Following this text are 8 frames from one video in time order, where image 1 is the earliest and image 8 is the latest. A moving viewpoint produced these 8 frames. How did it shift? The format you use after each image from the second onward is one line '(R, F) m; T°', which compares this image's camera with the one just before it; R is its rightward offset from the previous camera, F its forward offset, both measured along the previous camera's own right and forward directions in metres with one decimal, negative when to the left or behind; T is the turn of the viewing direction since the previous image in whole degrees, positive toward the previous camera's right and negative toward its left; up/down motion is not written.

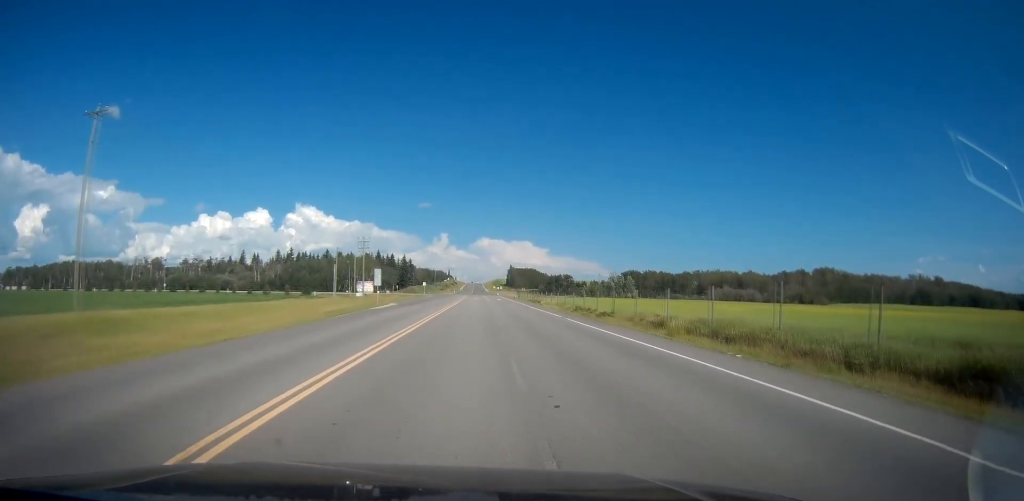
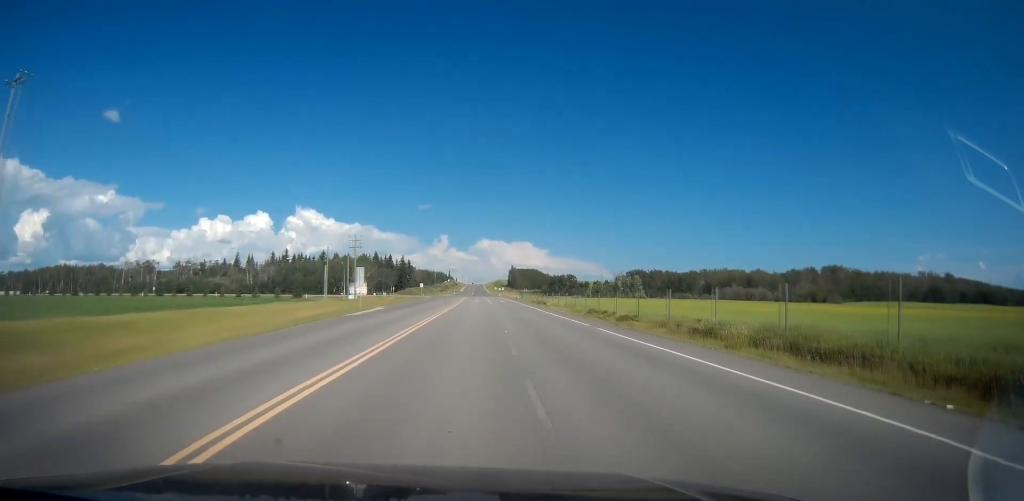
(0.0, +8.2) m; 0°
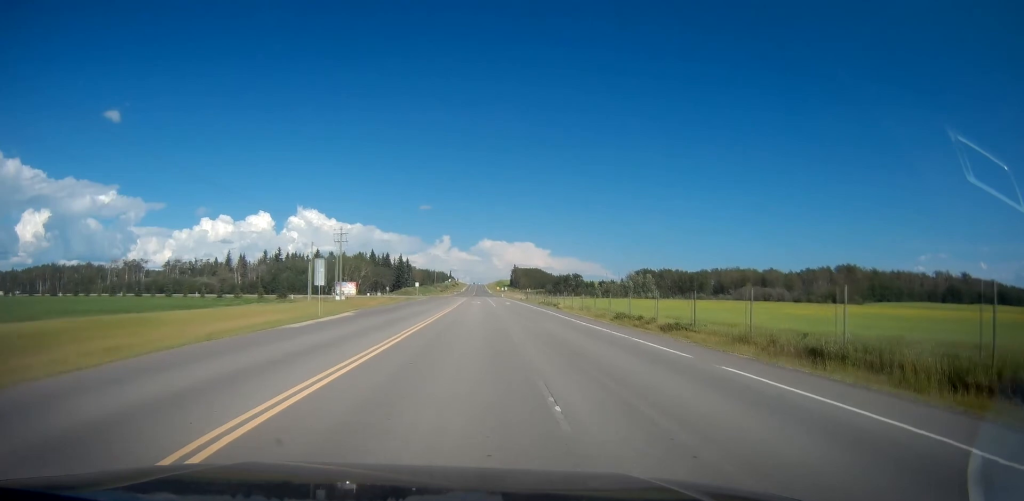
(0.0, +12.0) m; 0°
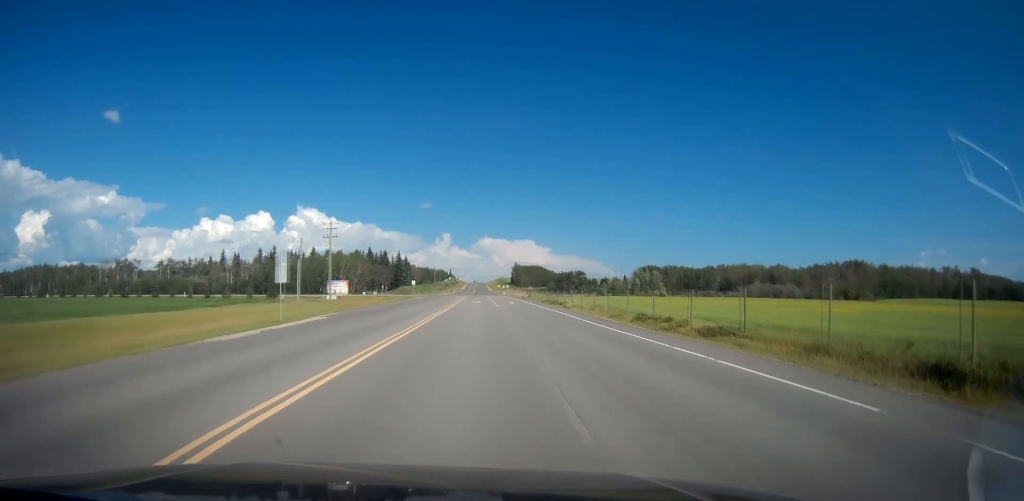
(0.0, +6.8) m; 0°
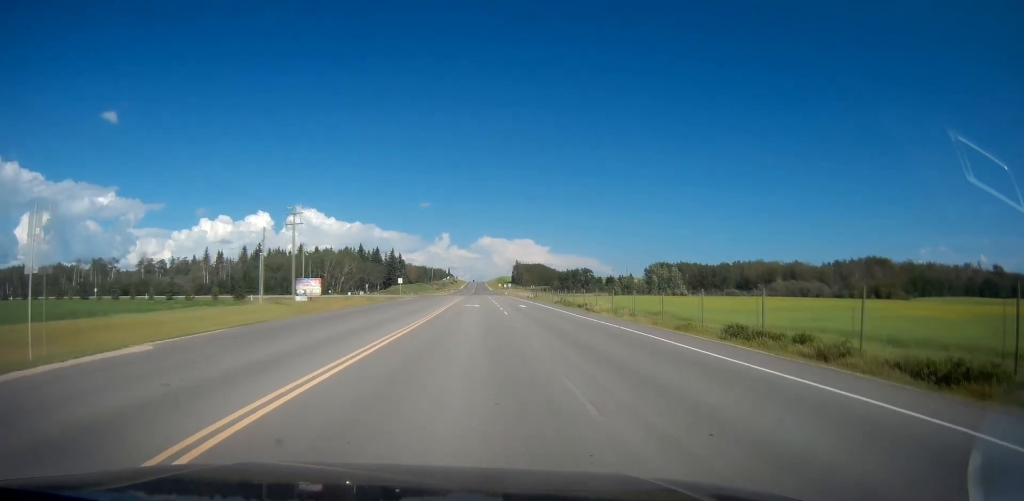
(0.0, +17.1) m; 0°
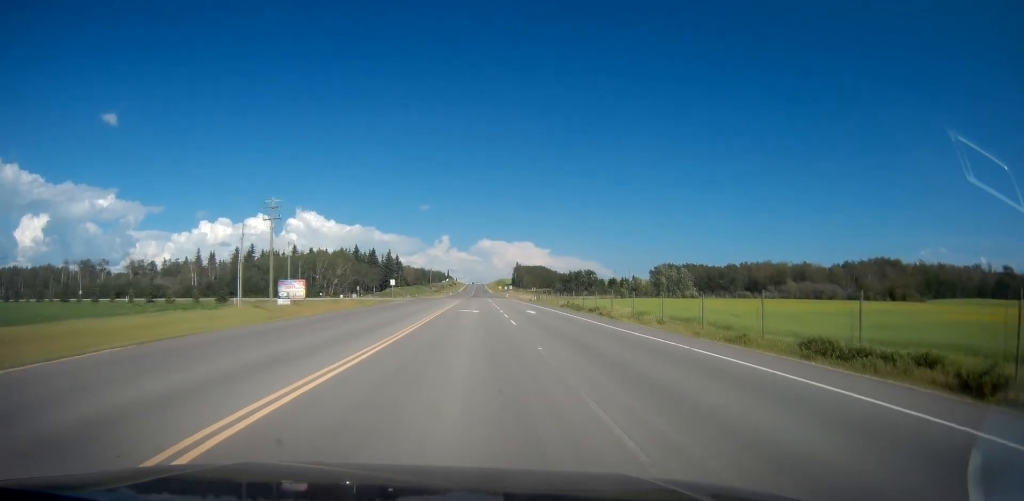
(0.0, +7.5) m; 0°
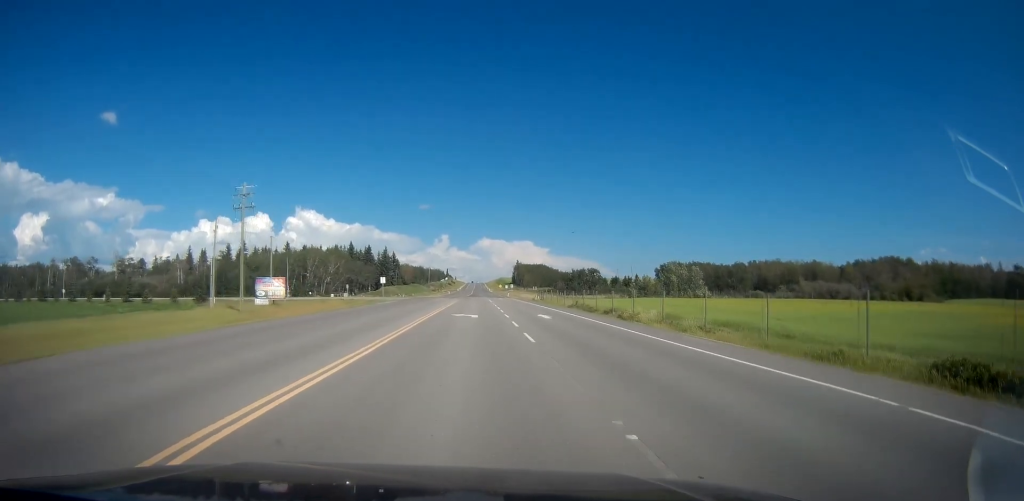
(0.0, +8.0) m; 0°
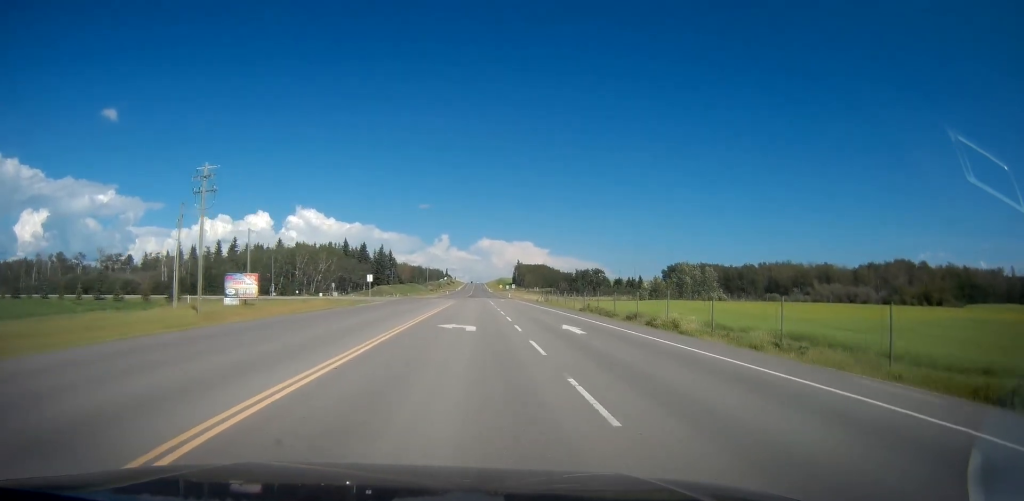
(0.0, +8.8) m; 0°
